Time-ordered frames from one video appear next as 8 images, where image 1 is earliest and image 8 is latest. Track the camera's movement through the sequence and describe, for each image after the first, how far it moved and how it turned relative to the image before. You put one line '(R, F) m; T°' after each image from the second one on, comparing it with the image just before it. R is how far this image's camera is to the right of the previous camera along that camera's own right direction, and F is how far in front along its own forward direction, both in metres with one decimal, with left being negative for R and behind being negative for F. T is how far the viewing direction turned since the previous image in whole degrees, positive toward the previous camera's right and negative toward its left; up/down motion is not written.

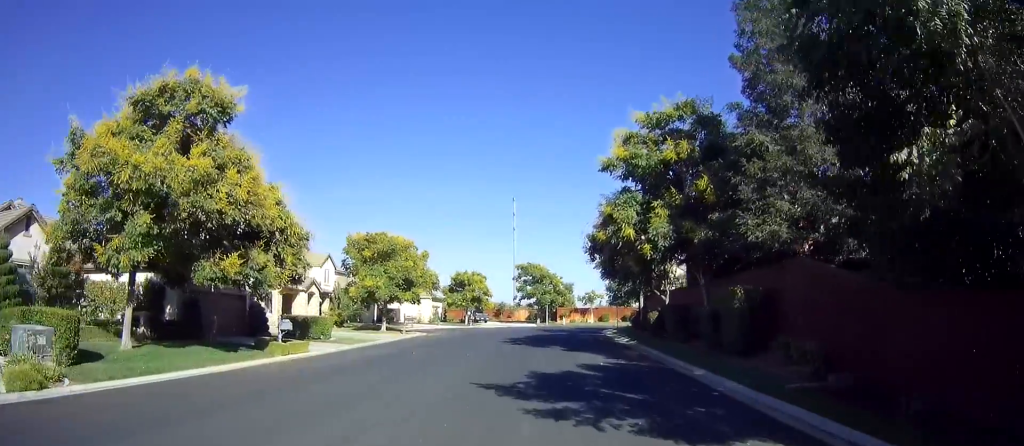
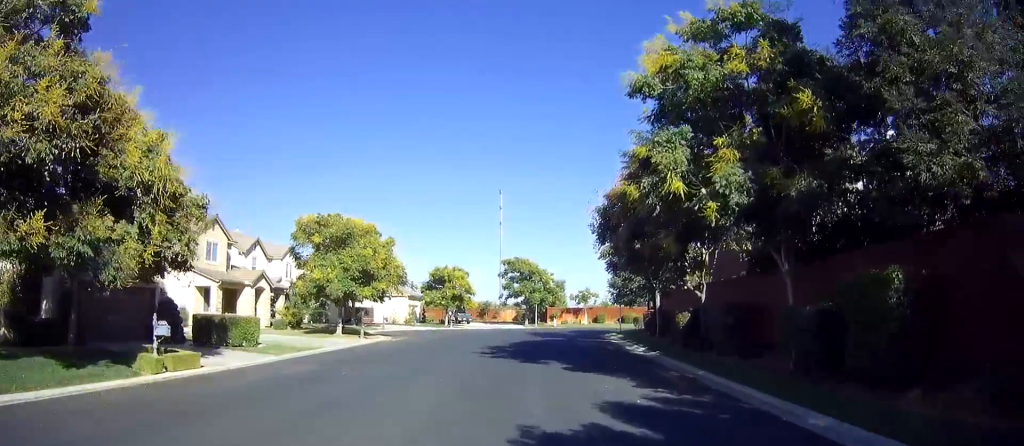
(+0.1, +6.5) m; 0°
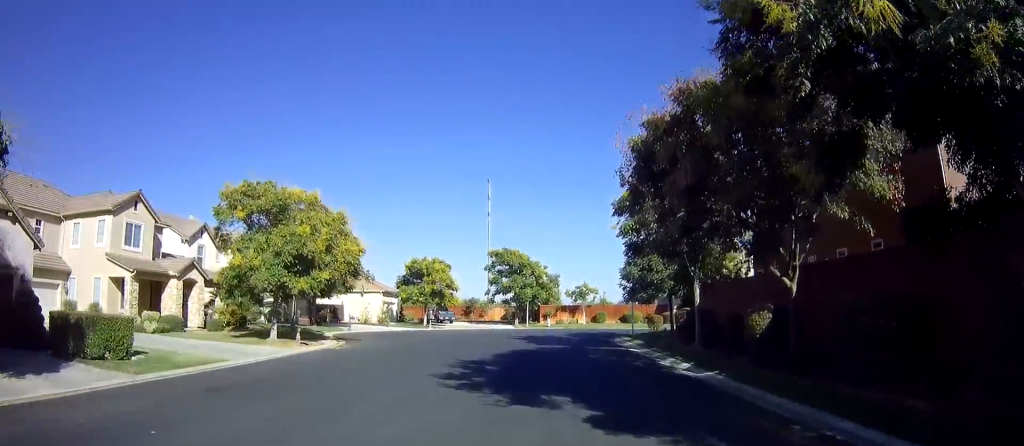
(0.0, +6.6) m; +1°
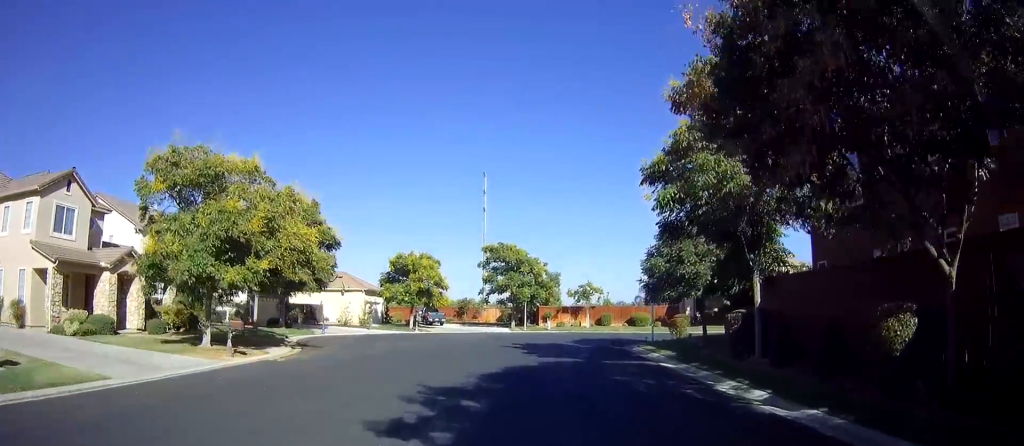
(0.0, +4.8) m; +1°
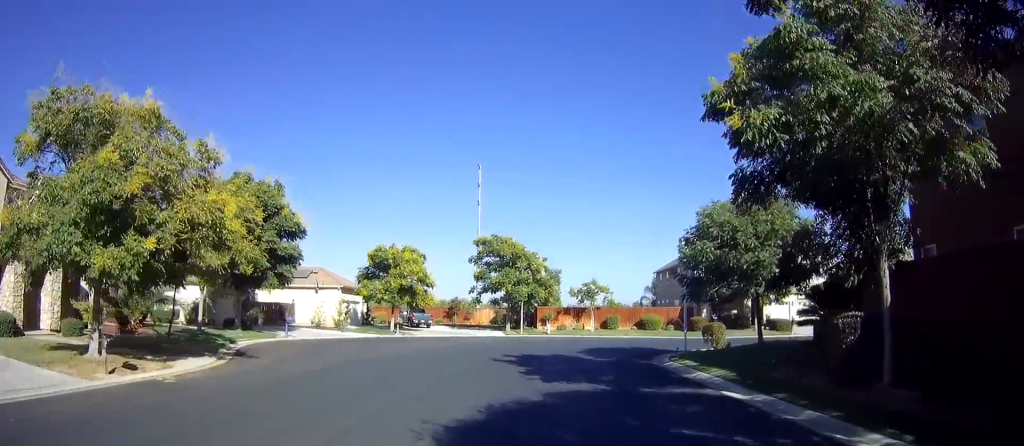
(+0.1, +5.2) m; 0°
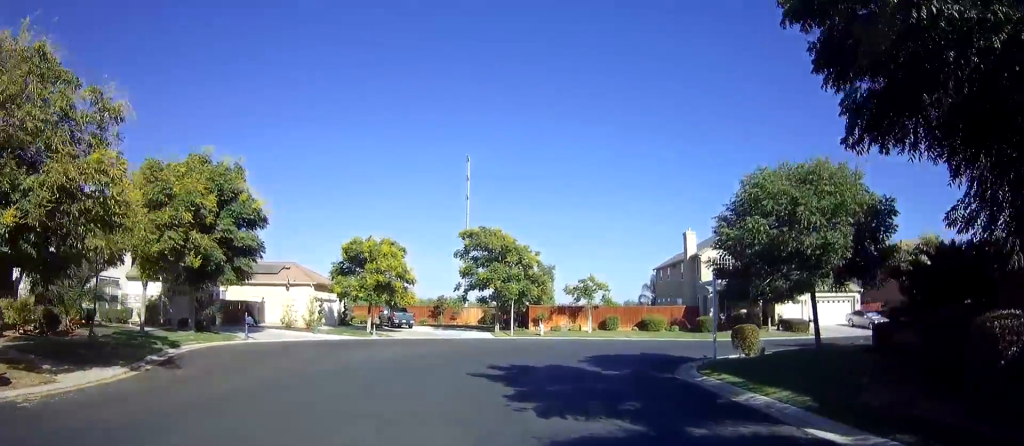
(-0.1, +3.9) m; +2°
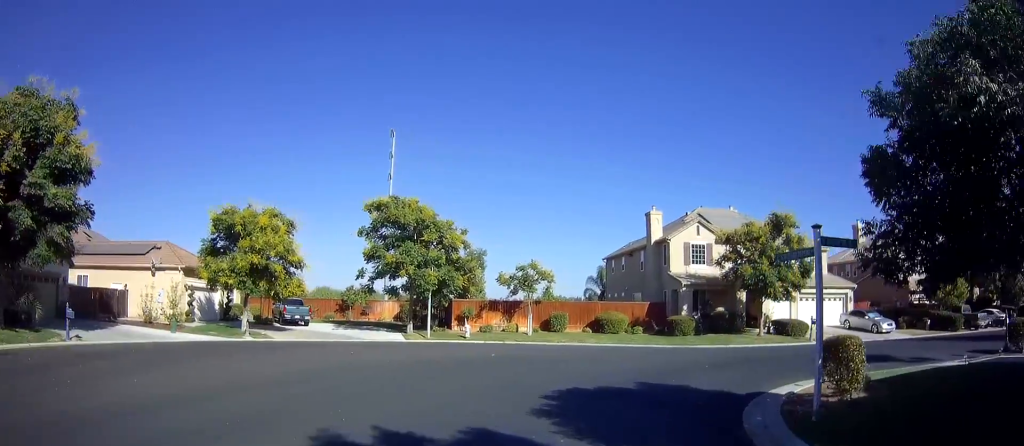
(+0.5, +9.3) m; +8°
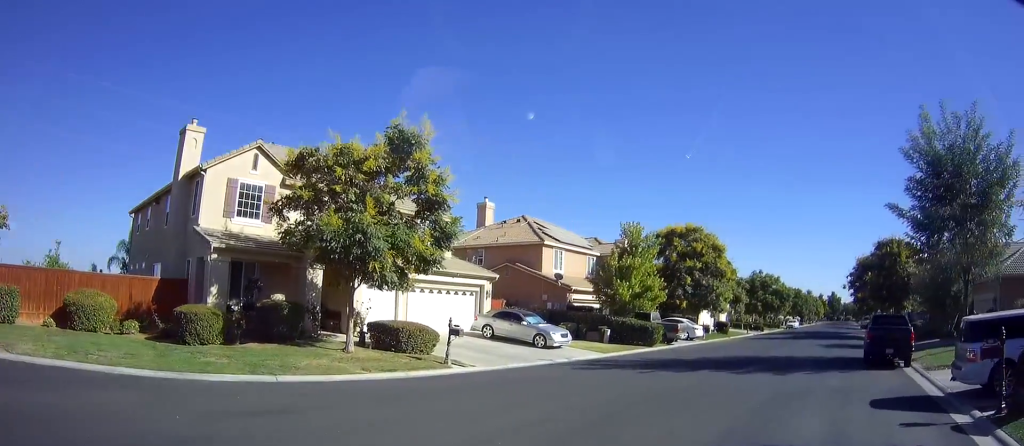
(+5.9, +15.5) m; +41°
